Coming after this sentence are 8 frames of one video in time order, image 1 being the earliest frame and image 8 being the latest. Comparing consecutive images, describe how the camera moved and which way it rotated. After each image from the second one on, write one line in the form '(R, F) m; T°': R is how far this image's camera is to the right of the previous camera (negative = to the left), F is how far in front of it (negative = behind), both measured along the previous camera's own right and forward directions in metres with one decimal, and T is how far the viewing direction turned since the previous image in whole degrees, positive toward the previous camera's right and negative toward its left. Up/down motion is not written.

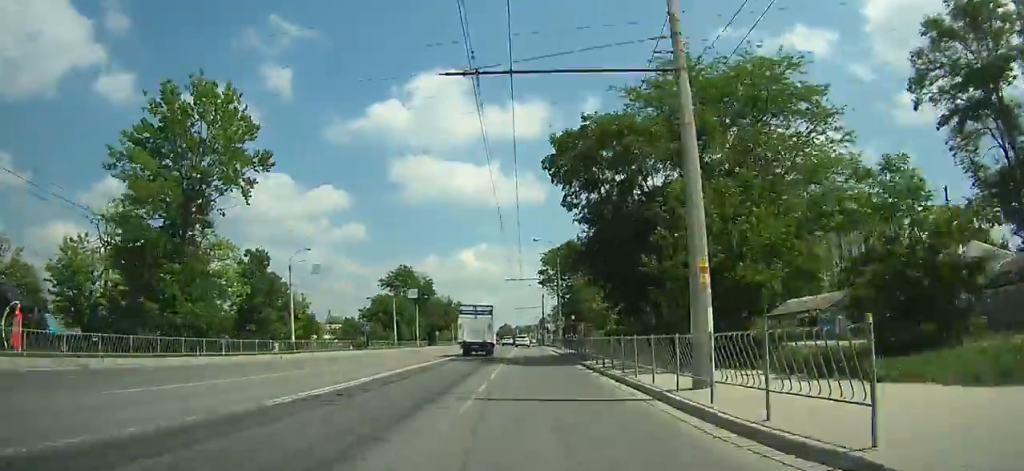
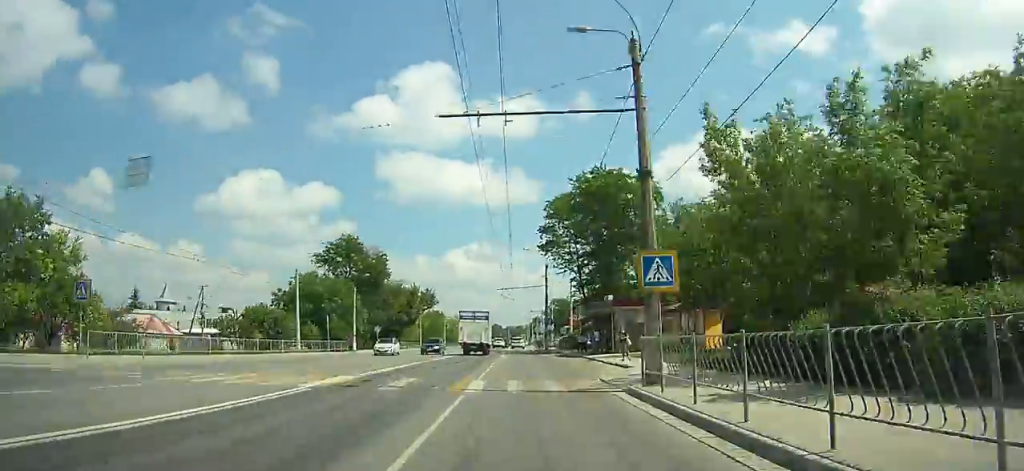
(0.0, +40.2) m; 0°
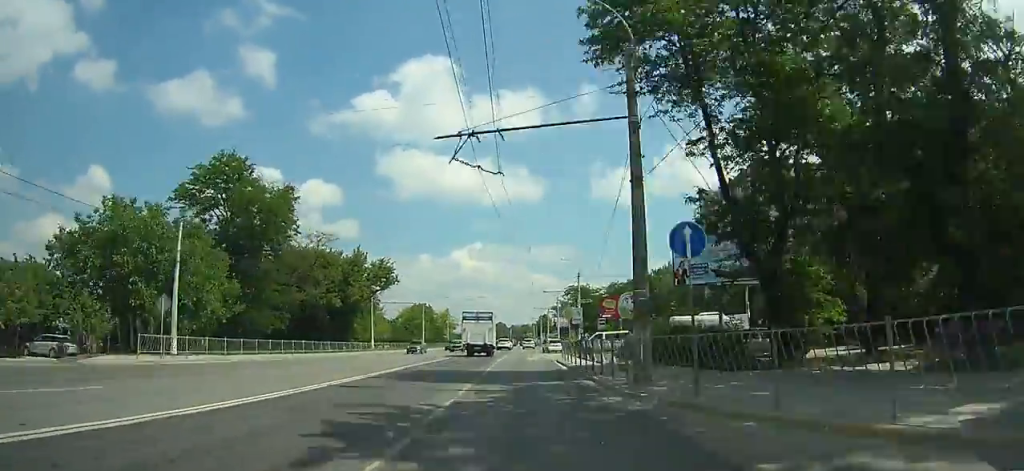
(+0.1, +44.4) m; 0°
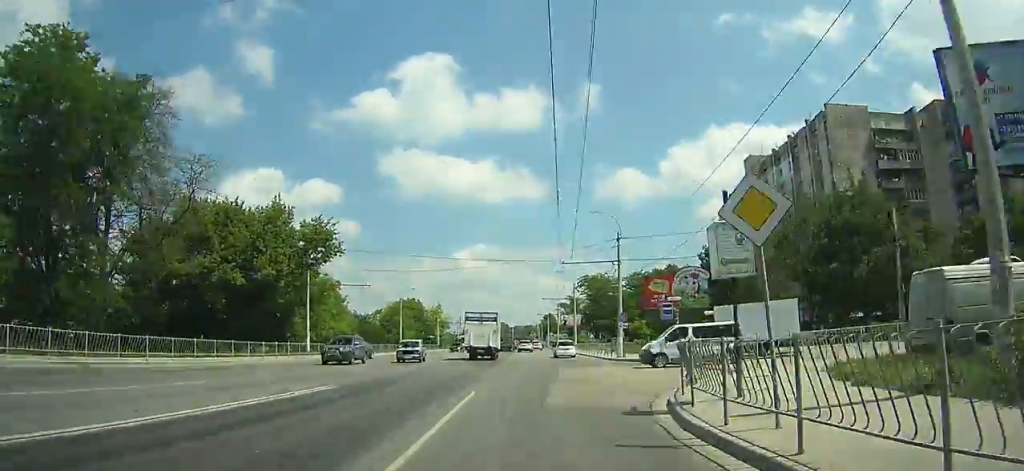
(0.0, +26.5) m; 0°
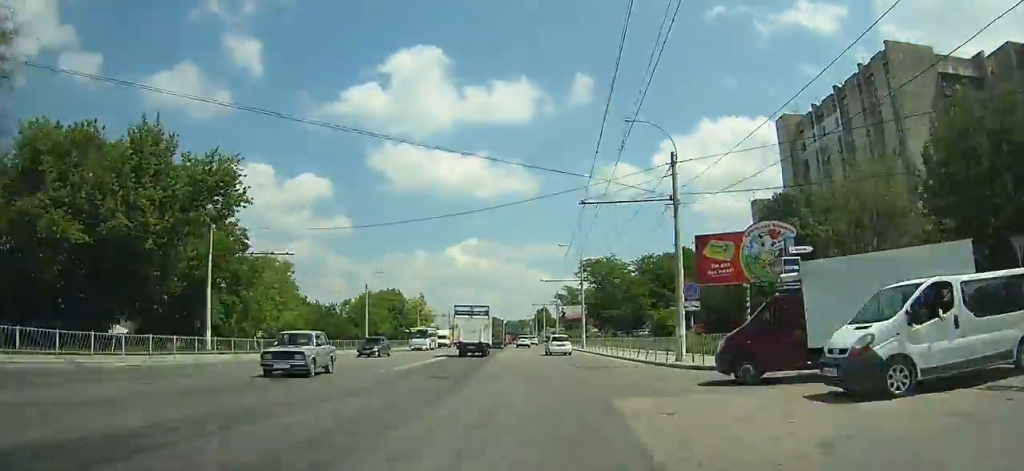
(+0.1, +17.4) m; 0°
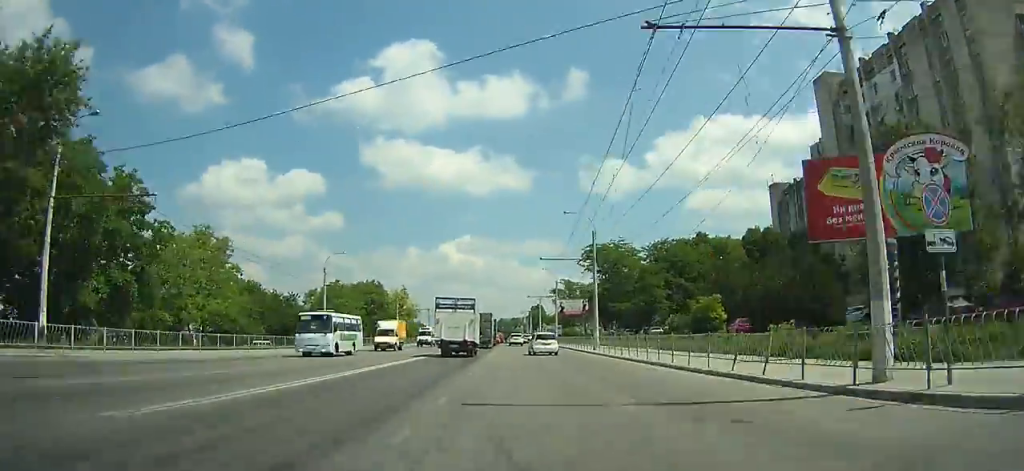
(+0.1, +14.7) m; 0°
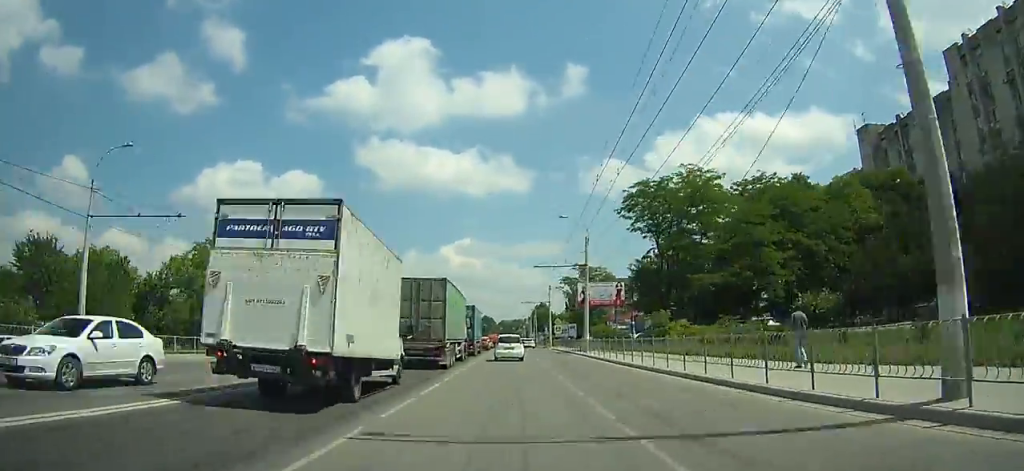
(0.0, +38.4) m; -1°
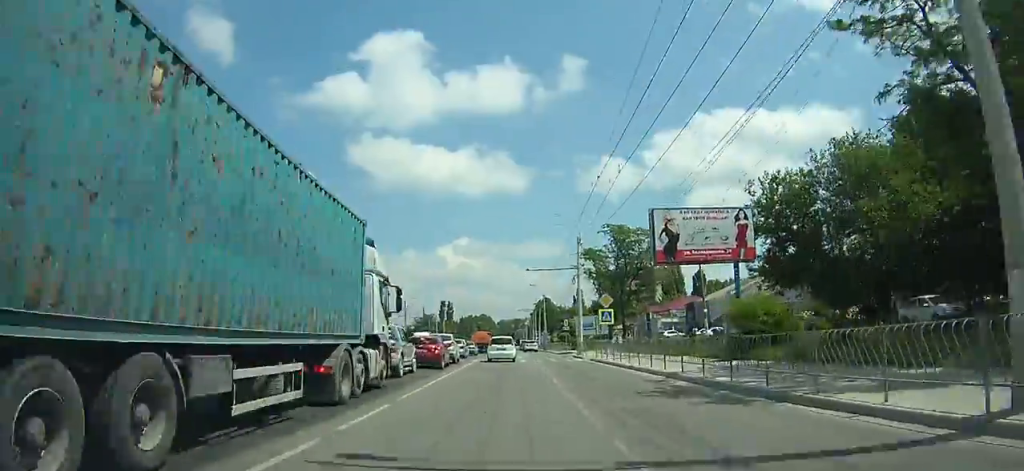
(-0.7, +43.3) m; -1°
